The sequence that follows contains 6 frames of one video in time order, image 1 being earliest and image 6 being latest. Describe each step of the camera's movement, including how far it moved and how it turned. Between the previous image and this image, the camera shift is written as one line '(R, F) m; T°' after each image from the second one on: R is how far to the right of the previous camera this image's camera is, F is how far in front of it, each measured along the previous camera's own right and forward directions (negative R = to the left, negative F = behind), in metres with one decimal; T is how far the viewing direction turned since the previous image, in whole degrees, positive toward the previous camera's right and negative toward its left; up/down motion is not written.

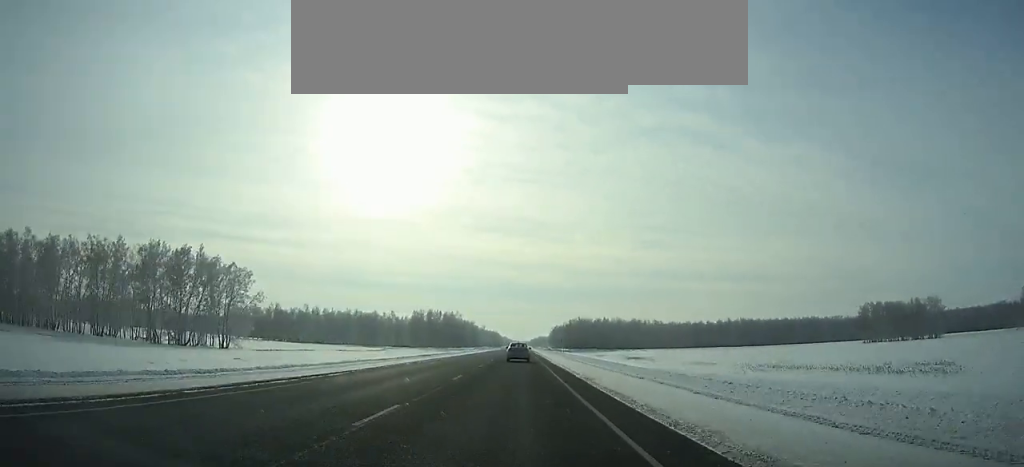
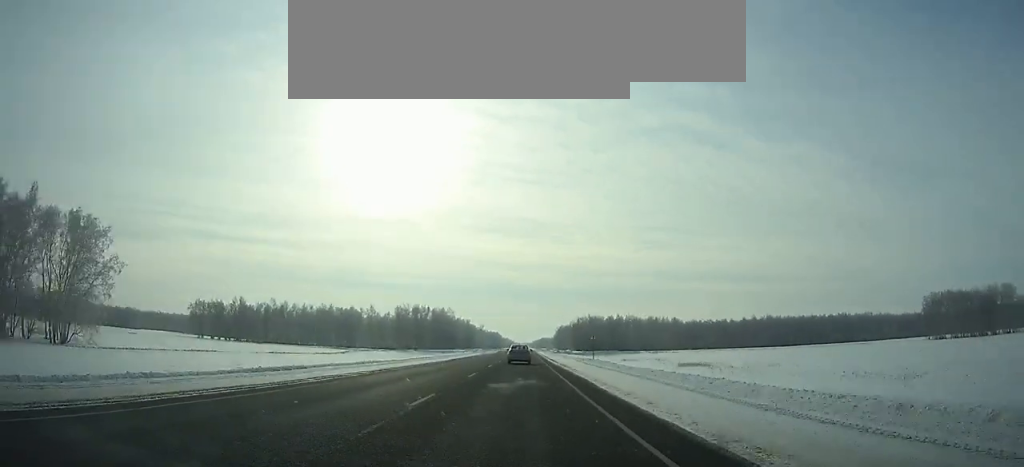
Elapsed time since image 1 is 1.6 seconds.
(-0.1, +44.6) m; 0°
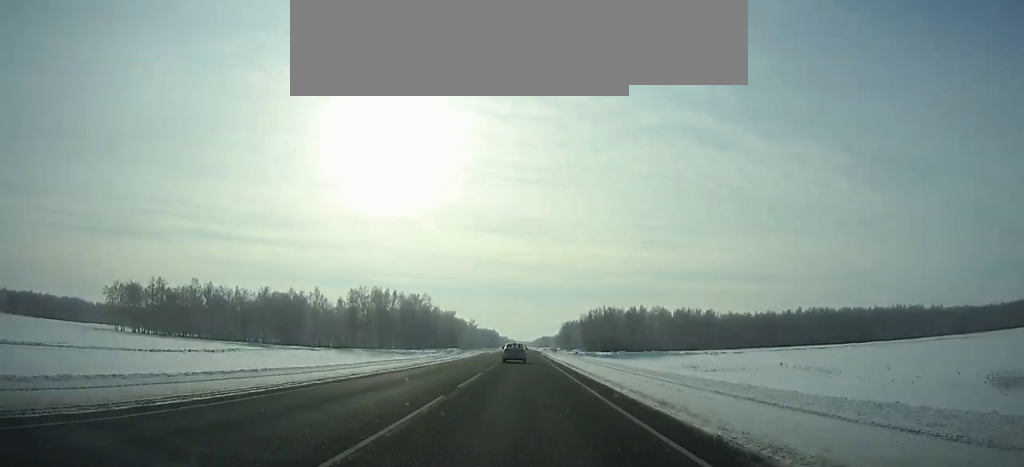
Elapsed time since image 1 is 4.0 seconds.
(-0.4, +67.0) m; 0°
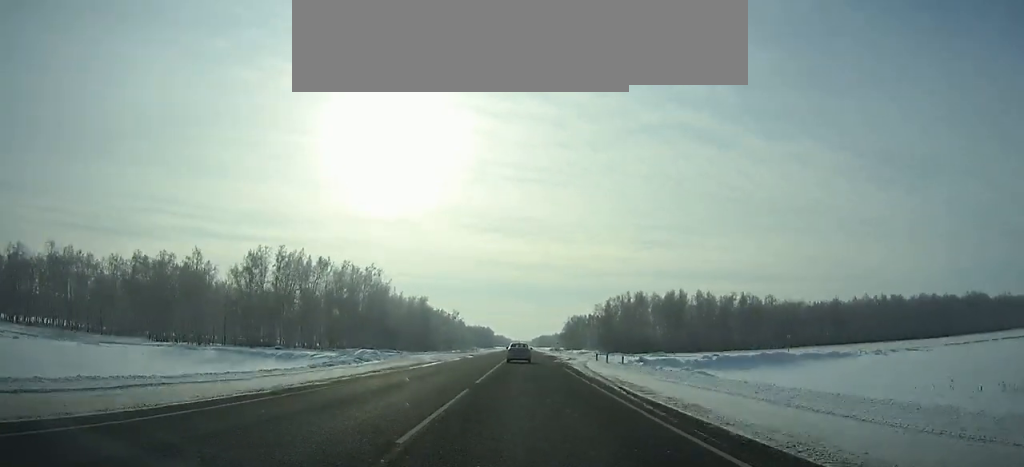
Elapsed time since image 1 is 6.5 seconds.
(+0.5, +70.2) m; +1°
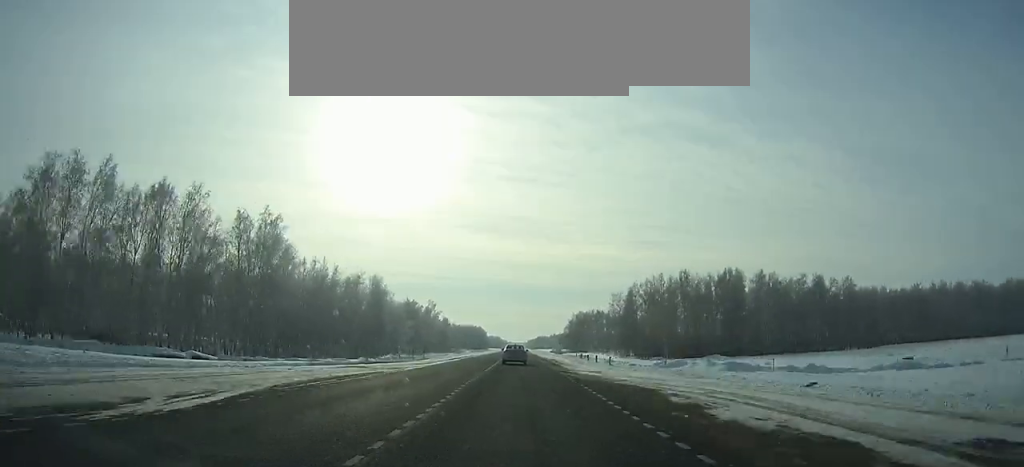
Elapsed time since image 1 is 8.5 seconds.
(+0.2, +56.4) m; 0°
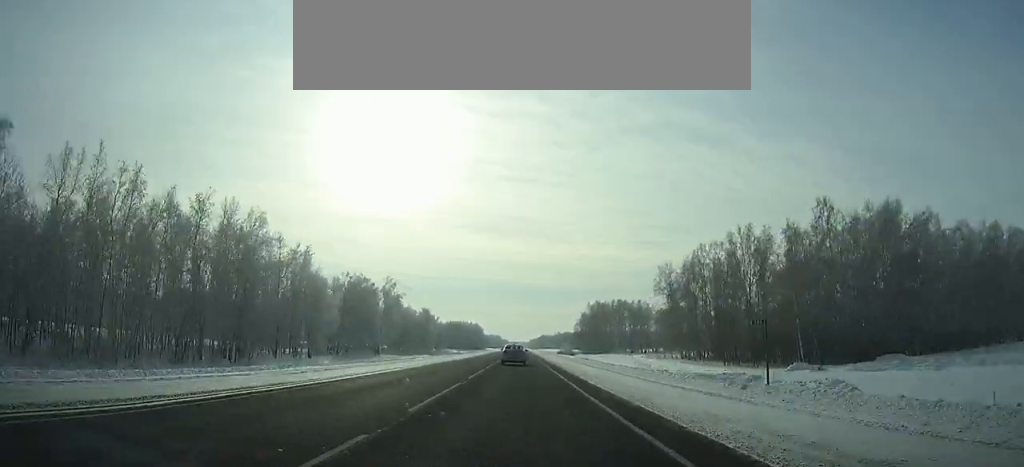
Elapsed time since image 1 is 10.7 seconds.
(0.0, +62.0) m; 0°
